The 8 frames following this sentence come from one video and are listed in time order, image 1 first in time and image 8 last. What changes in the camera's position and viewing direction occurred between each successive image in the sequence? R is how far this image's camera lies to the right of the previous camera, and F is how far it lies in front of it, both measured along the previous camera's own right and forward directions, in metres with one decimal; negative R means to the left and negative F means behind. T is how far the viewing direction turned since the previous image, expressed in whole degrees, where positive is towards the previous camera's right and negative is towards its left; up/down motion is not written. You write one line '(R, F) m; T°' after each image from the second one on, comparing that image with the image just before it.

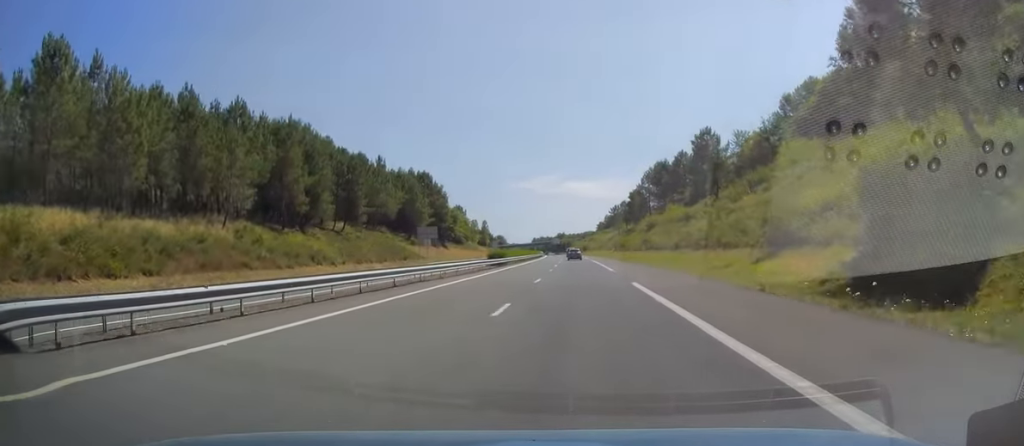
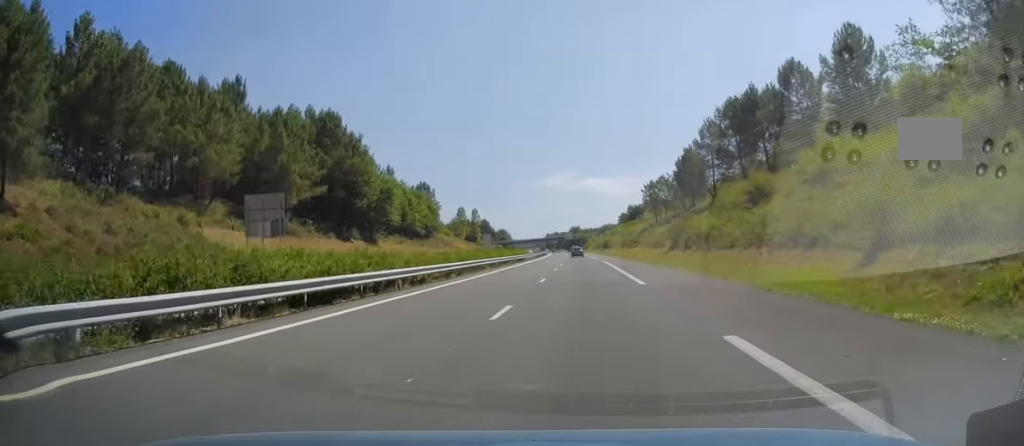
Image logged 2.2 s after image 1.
(-1.4, +66.7) m; -3°
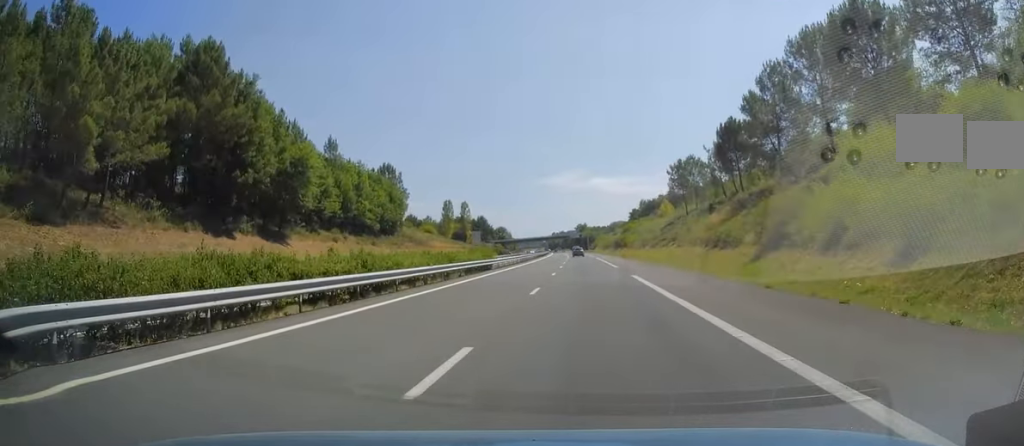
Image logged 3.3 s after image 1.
(-0.1, +32.7) m; 0°
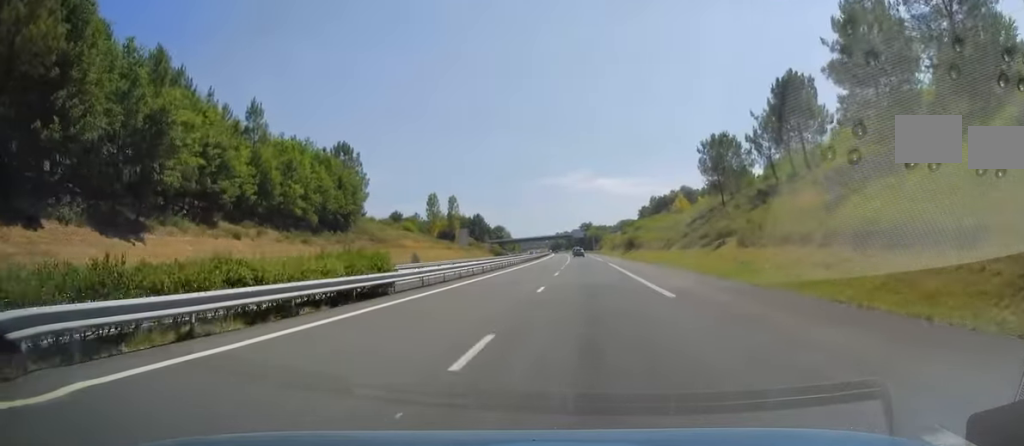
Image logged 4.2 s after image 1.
(0.0, +24.7) m; -1°
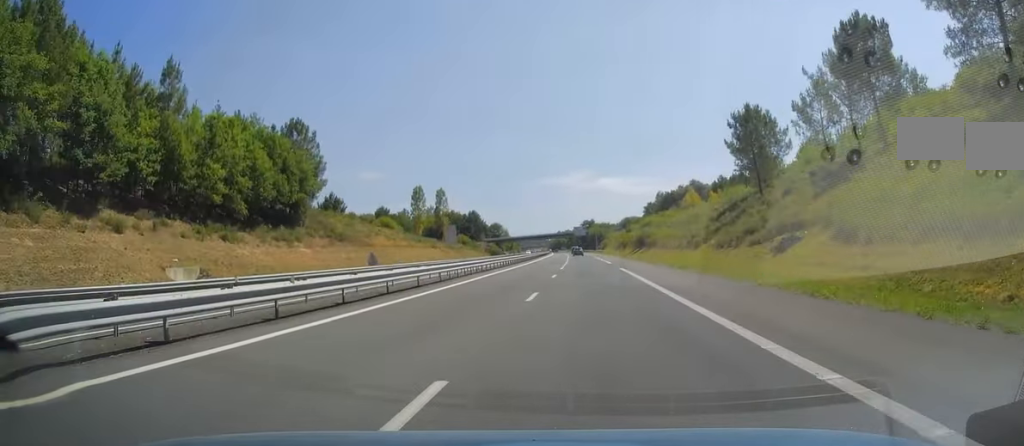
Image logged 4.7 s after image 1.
(-0.1, +16.8) m; 0°
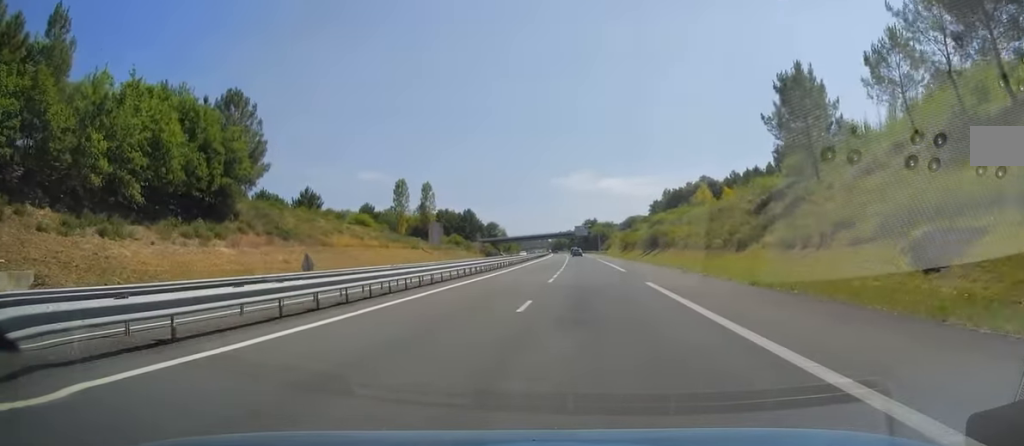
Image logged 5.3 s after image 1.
(-0.2, +15.8) m; 0°
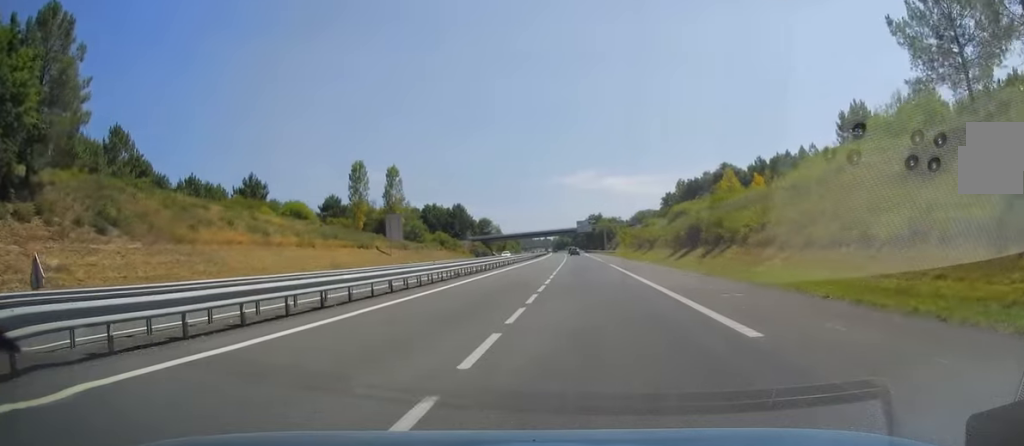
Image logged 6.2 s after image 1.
(+0.2, +27.6) m; 0°
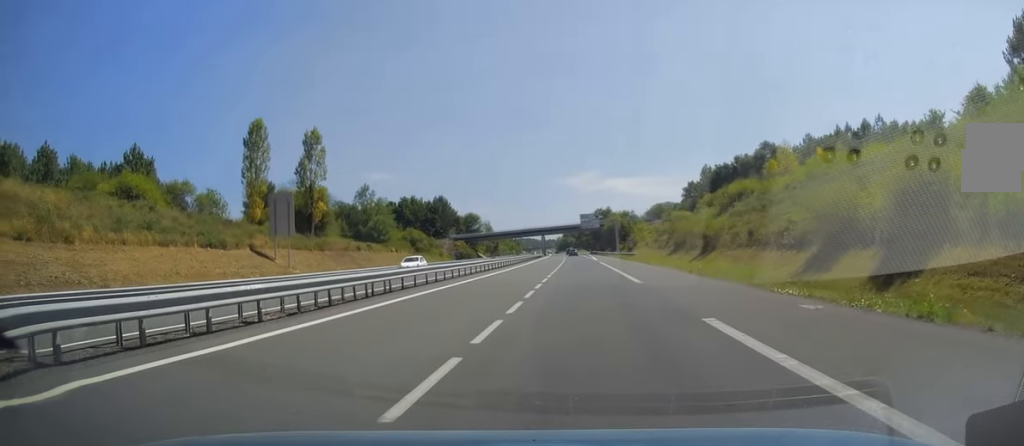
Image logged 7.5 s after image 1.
(-0.4, +36.9) m; -1°
